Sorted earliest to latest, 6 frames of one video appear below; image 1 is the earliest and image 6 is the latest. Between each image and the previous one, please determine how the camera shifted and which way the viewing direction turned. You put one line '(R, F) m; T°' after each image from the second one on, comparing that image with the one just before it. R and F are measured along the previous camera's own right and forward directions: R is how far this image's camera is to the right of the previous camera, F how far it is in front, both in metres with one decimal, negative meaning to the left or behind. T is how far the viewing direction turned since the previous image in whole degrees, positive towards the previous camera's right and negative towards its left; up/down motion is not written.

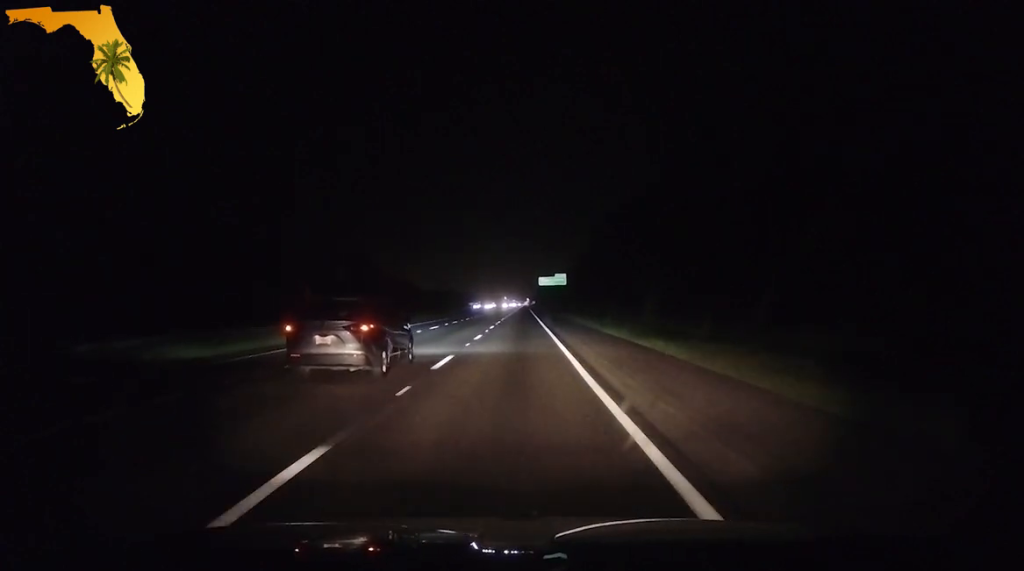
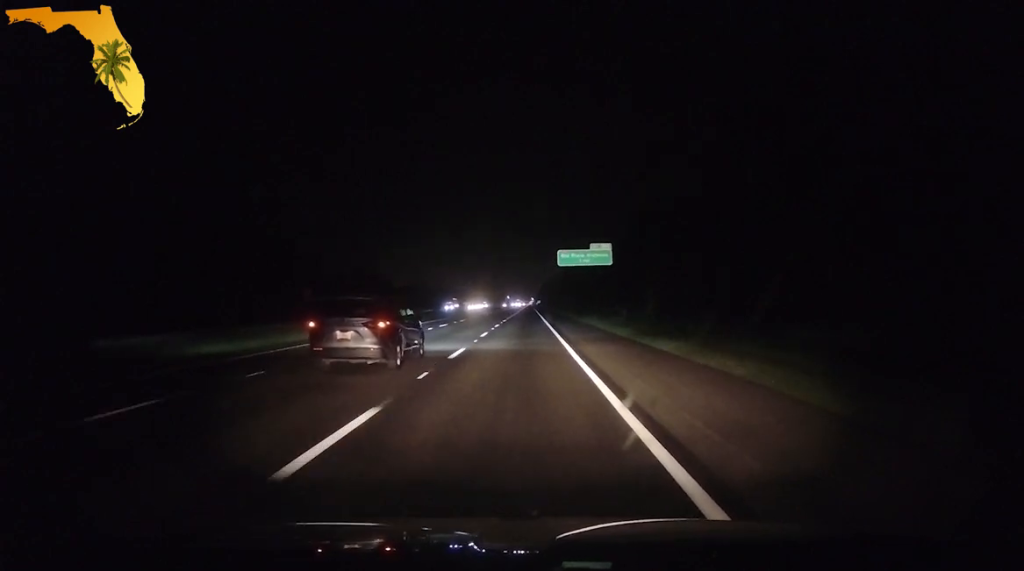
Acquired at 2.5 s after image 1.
(-0.4, +82.2) m; -1°
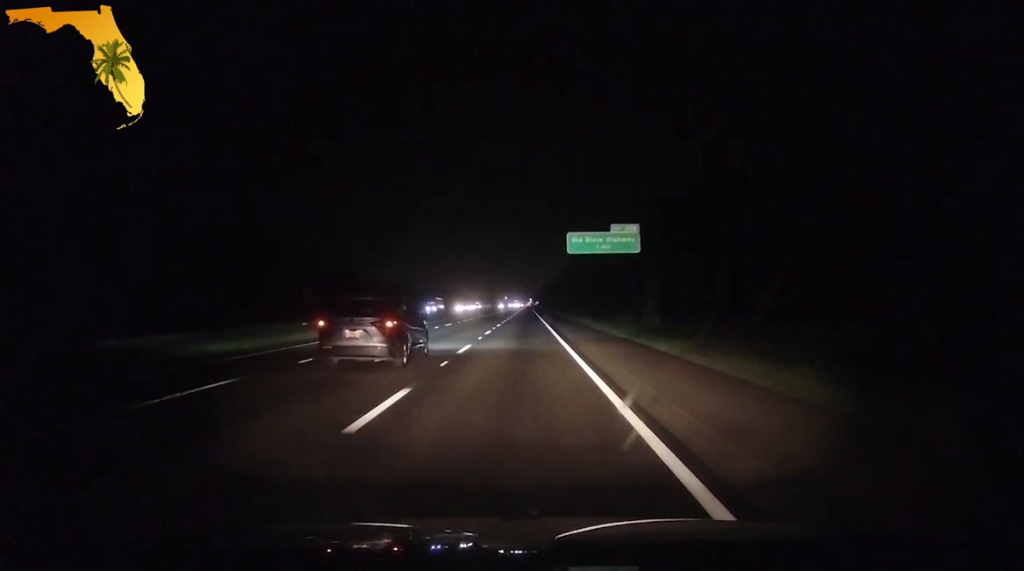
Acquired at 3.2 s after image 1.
(-0.1, +21.4) m; 0°
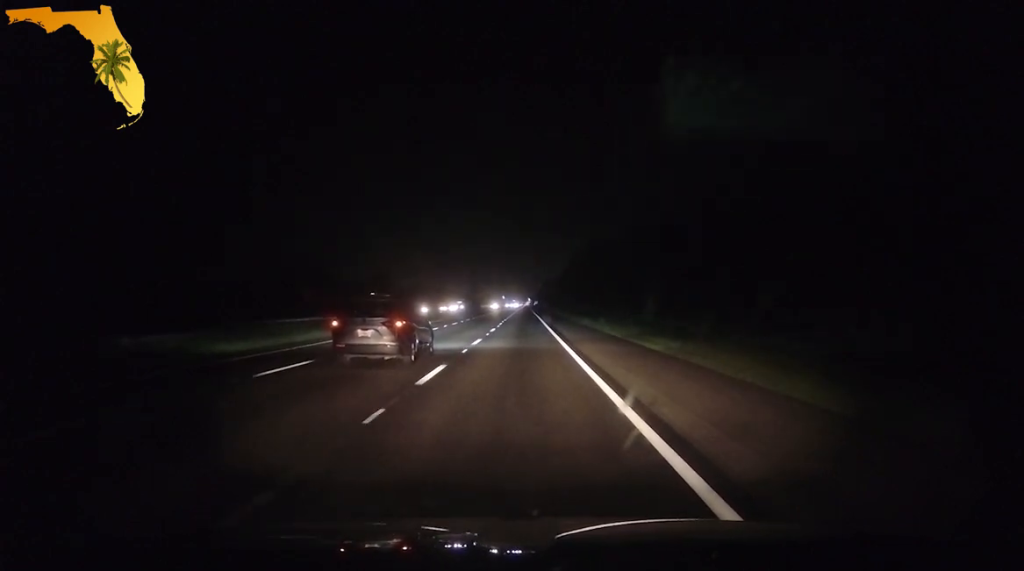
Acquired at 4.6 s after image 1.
(0.0, +43.8) m; 0°
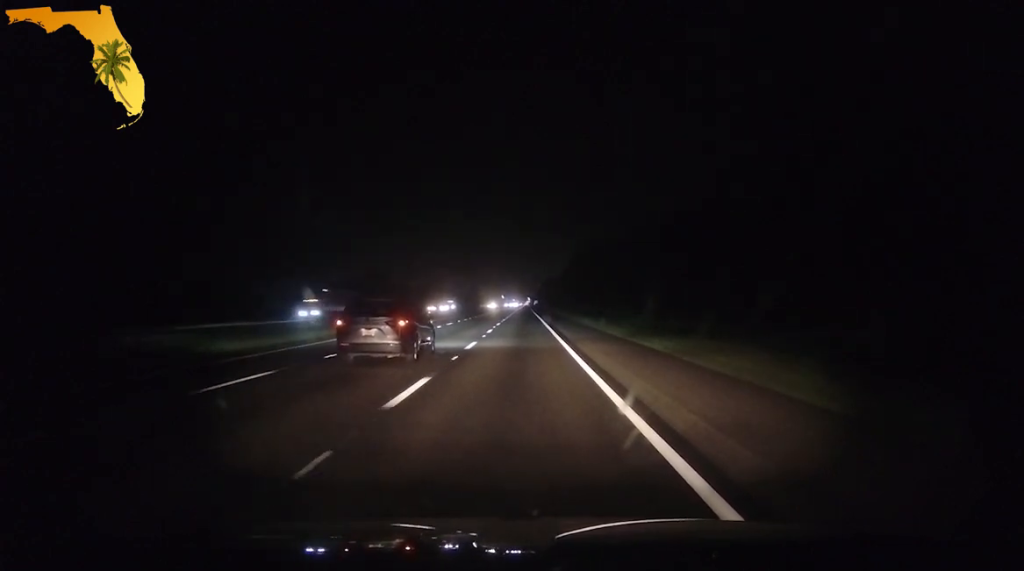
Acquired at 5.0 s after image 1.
(-0.1, +14.9) m; 0°
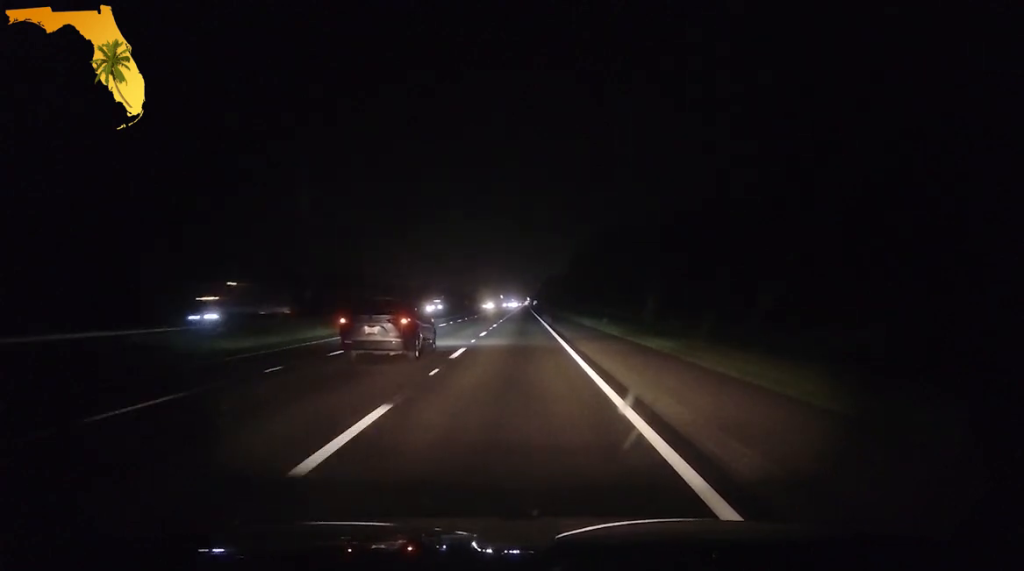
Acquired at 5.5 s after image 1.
(+0.1, +15.9) m; 0°
